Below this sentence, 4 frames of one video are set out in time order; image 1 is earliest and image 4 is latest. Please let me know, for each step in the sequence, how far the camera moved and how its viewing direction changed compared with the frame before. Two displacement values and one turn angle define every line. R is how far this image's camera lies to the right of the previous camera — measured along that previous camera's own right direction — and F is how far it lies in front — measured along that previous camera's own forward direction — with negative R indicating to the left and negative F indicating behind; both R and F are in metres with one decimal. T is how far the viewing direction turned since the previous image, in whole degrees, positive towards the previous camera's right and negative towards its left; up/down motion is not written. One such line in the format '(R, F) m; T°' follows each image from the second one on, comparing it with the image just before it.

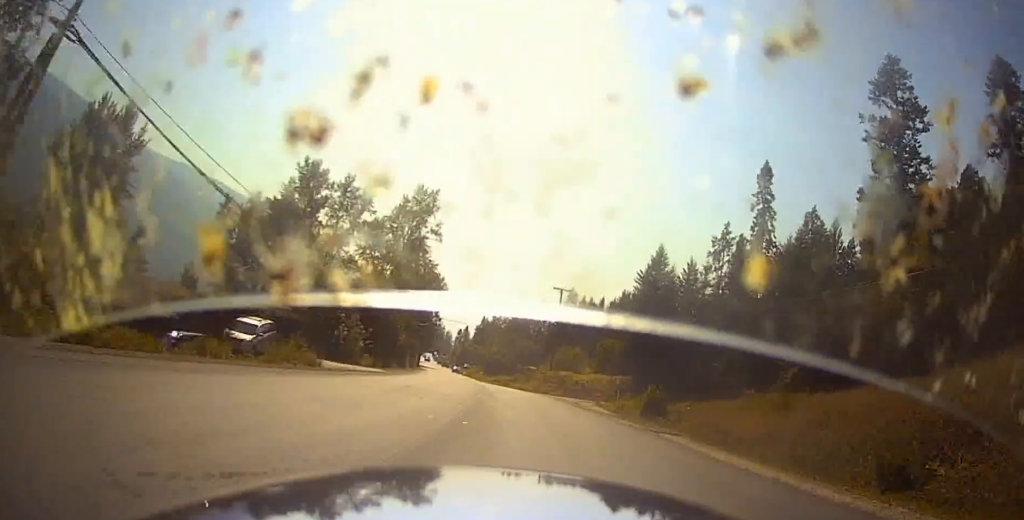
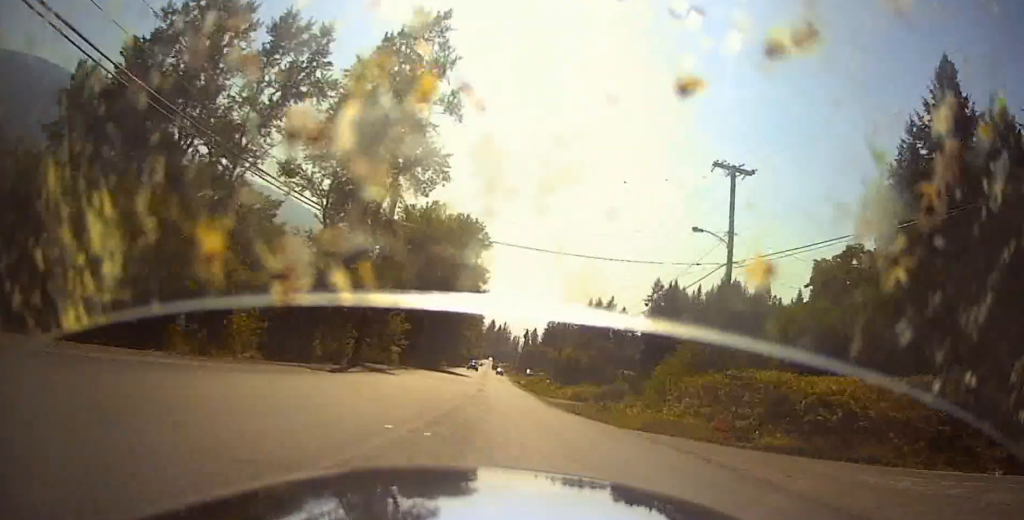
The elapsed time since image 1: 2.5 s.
(-2.5, +61.4) m; -4°
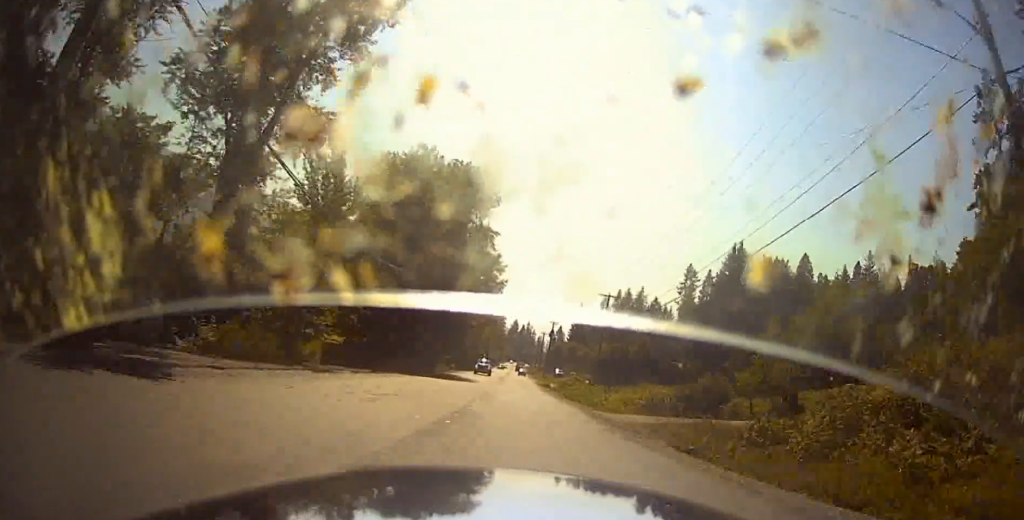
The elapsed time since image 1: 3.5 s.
(-0.6, +25.9) m; 0°
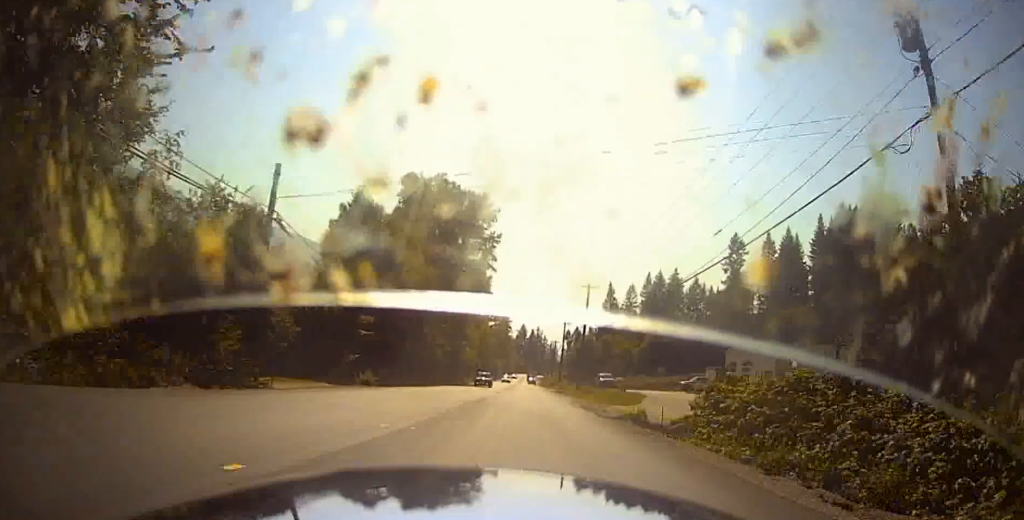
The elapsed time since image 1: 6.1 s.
(+2.0, +60.4) m; +2°
